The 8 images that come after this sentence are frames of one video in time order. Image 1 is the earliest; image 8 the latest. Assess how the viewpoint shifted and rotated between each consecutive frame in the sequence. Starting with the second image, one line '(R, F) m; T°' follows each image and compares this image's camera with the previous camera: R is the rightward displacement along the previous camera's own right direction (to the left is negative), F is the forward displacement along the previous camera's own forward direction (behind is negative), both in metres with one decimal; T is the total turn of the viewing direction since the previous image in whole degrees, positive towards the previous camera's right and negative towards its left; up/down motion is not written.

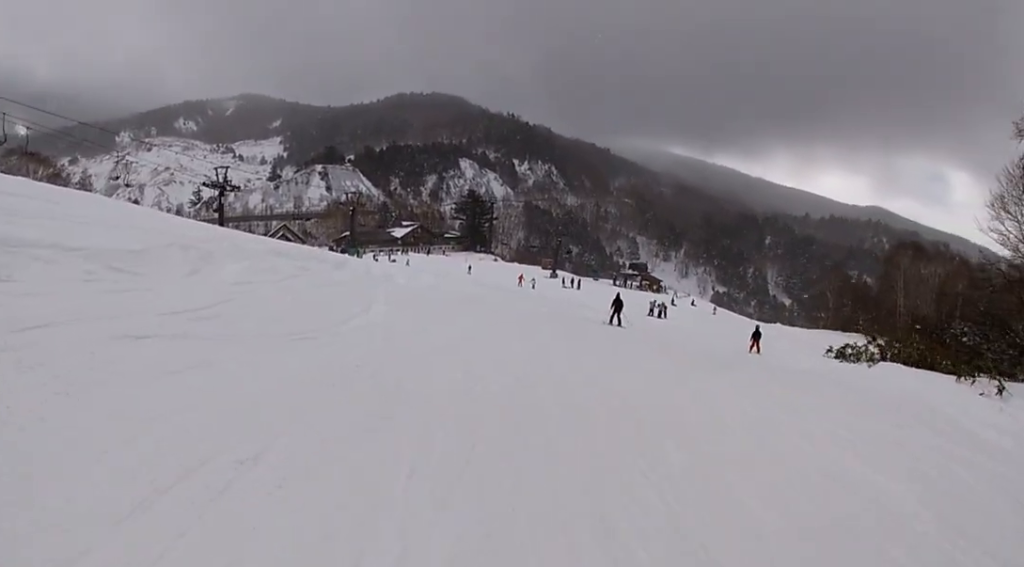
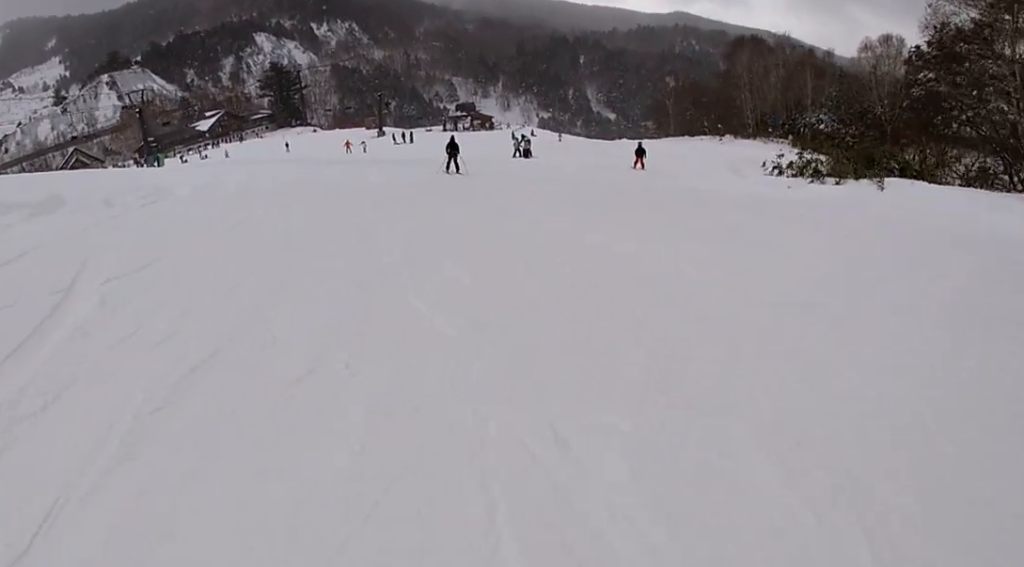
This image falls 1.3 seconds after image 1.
(+0.7, +8.2) m; +14°
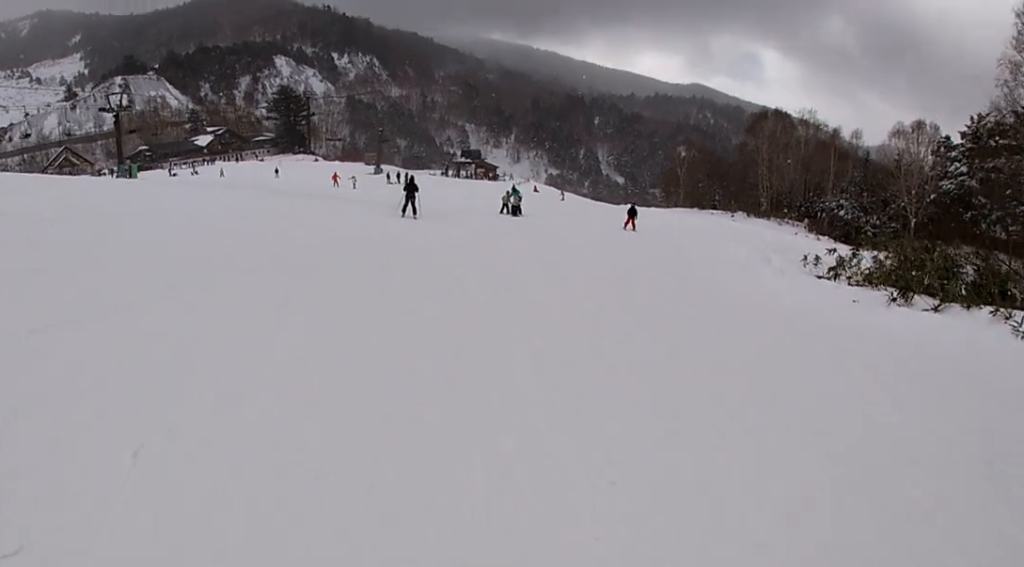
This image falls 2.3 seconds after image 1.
(+0.9, +6.2) m; +8°
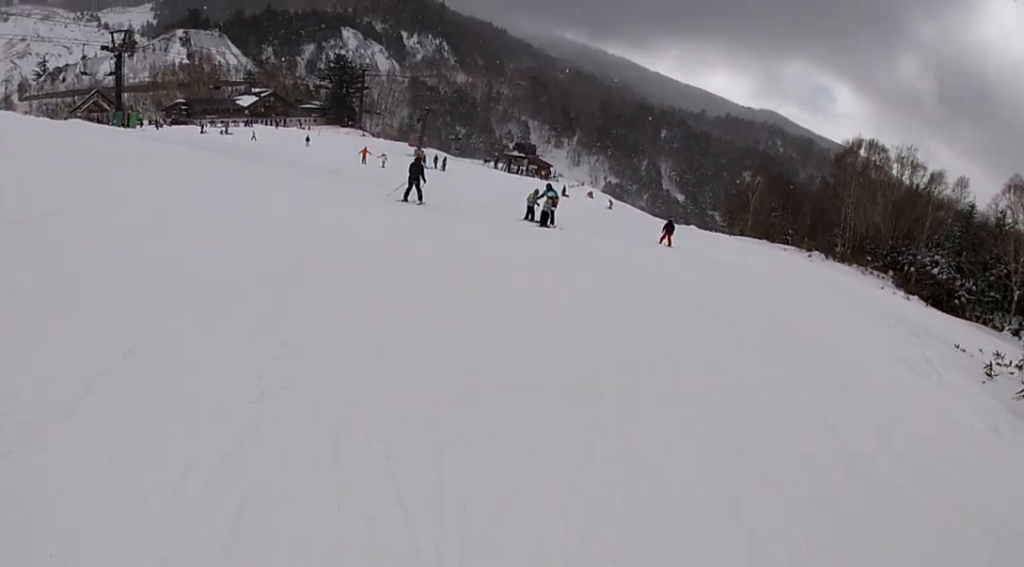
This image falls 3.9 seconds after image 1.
(0.0, +9.9) m; 0°
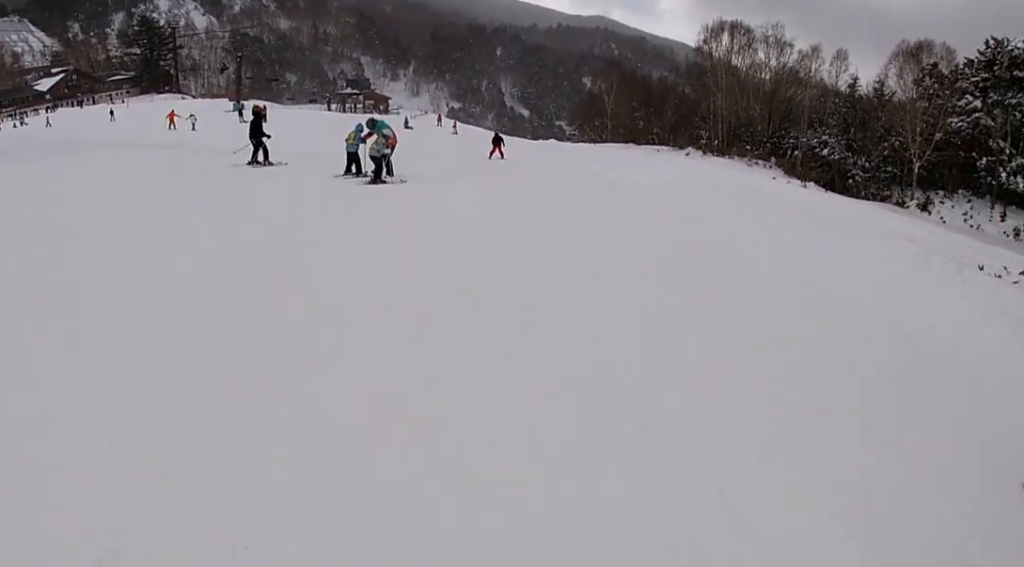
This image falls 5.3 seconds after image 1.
(0.0, +8.8) m; 0°
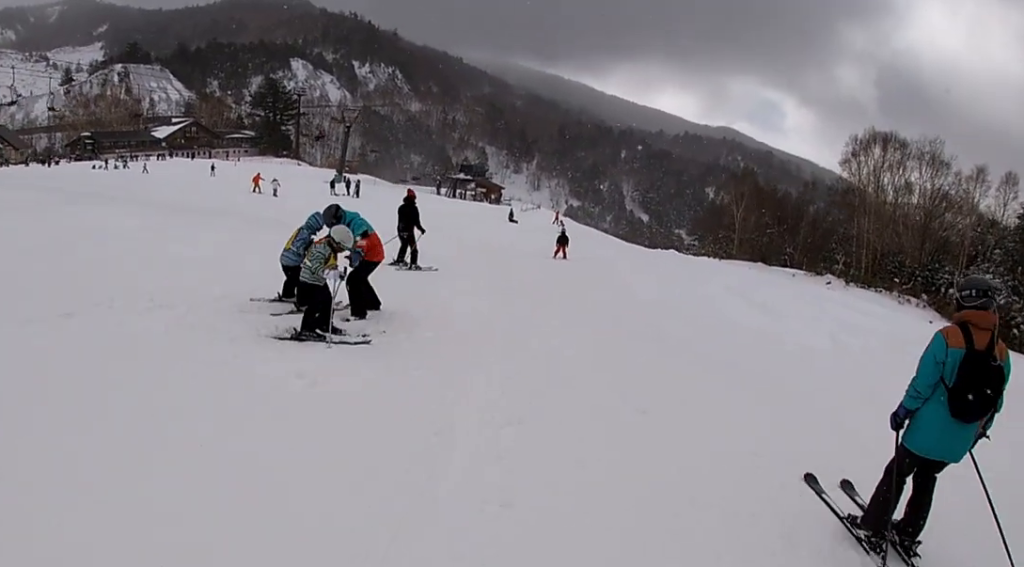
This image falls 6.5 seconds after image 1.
(0.0, +7.2) m; 0°
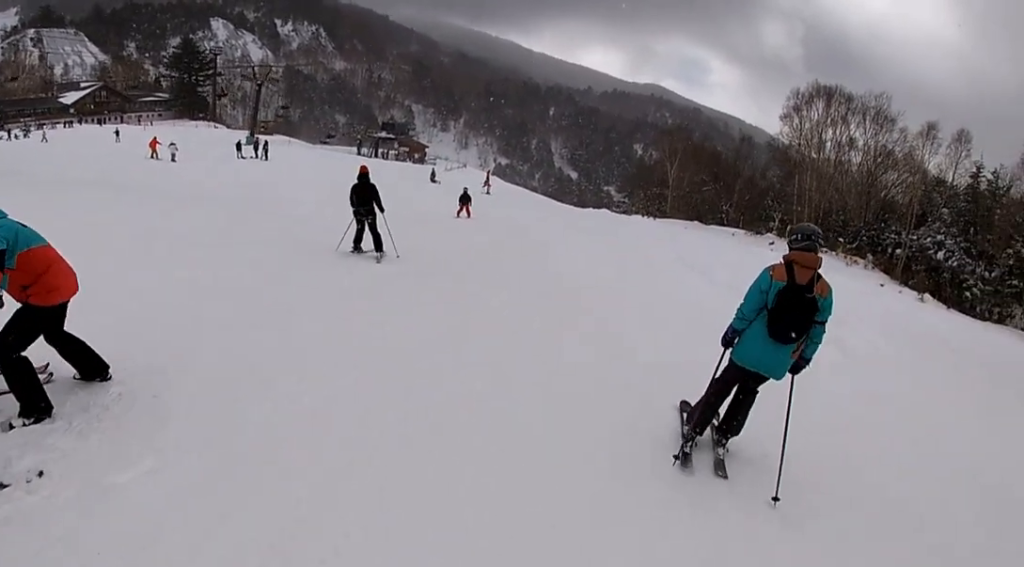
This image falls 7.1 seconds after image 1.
(0.0, +3.7) m; +1°
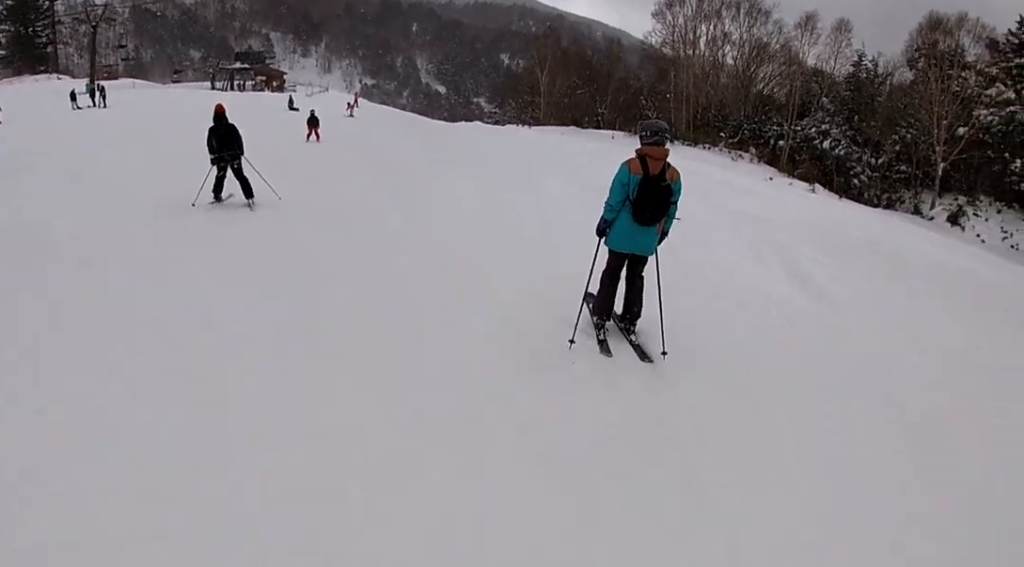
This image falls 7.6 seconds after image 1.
(-0.1, +2.8) m; +6°
